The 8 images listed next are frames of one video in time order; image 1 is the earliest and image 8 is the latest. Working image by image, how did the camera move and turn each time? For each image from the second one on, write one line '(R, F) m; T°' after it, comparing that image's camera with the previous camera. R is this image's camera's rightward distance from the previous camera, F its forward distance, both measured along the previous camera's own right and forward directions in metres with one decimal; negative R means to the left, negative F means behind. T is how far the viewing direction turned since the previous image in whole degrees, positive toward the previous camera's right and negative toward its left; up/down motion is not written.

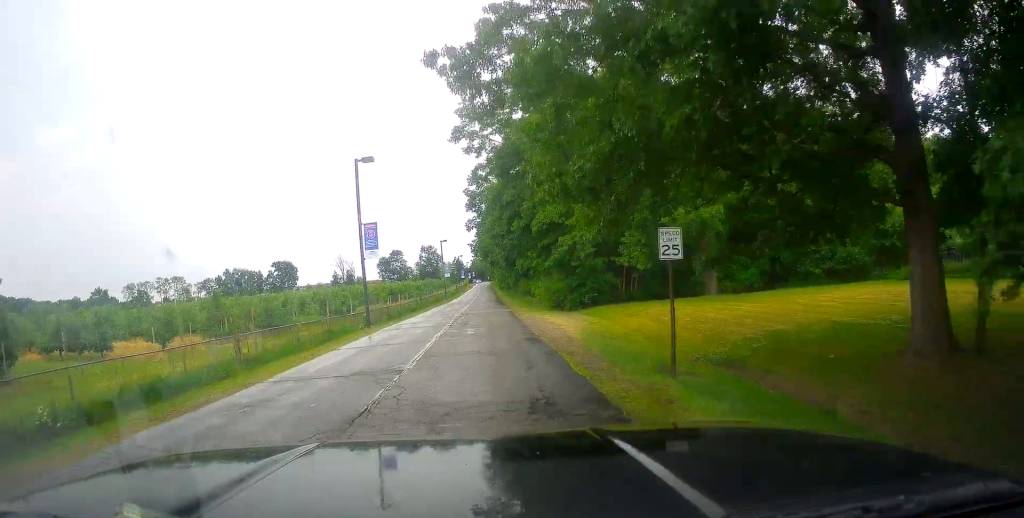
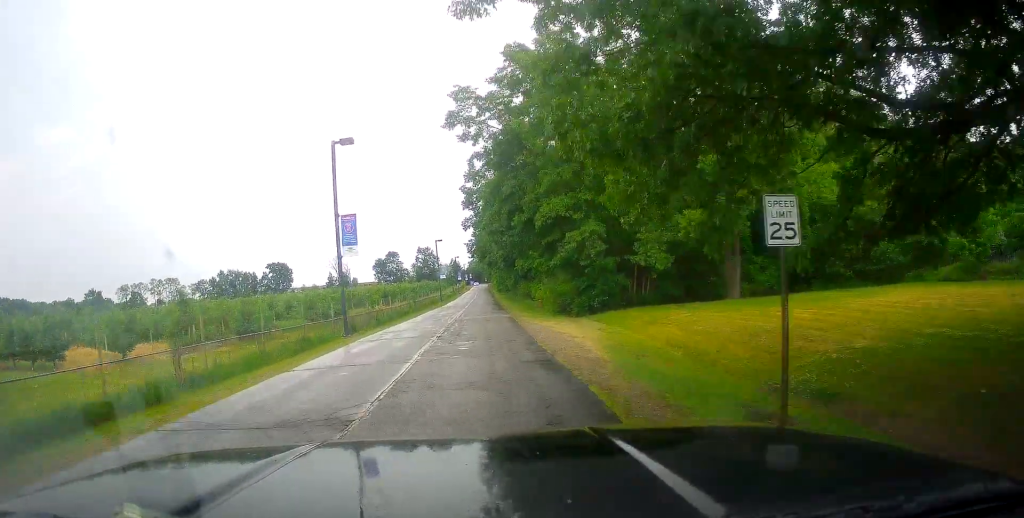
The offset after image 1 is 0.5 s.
(+0.4, +4.4) m; 0°
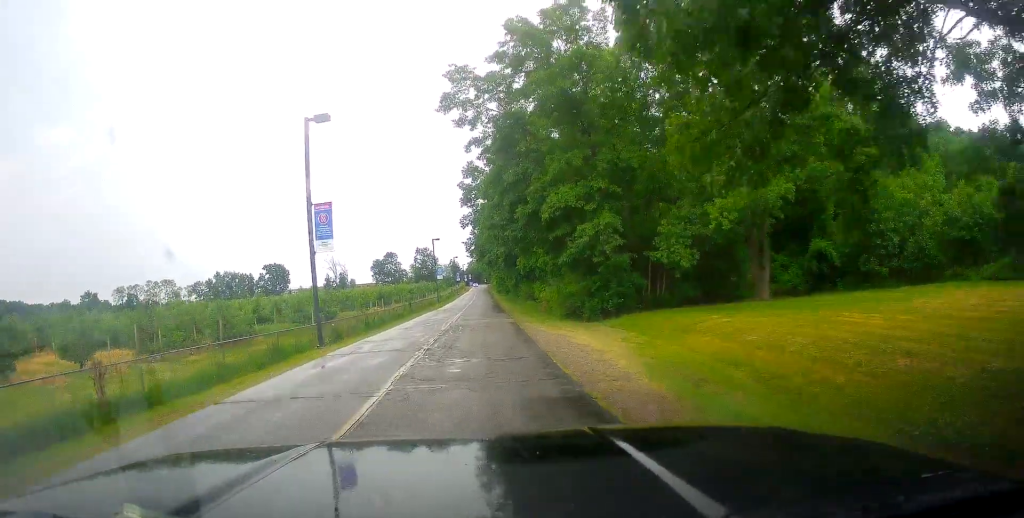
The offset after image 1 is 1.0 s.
(-0.4, +4.3) m; 0°
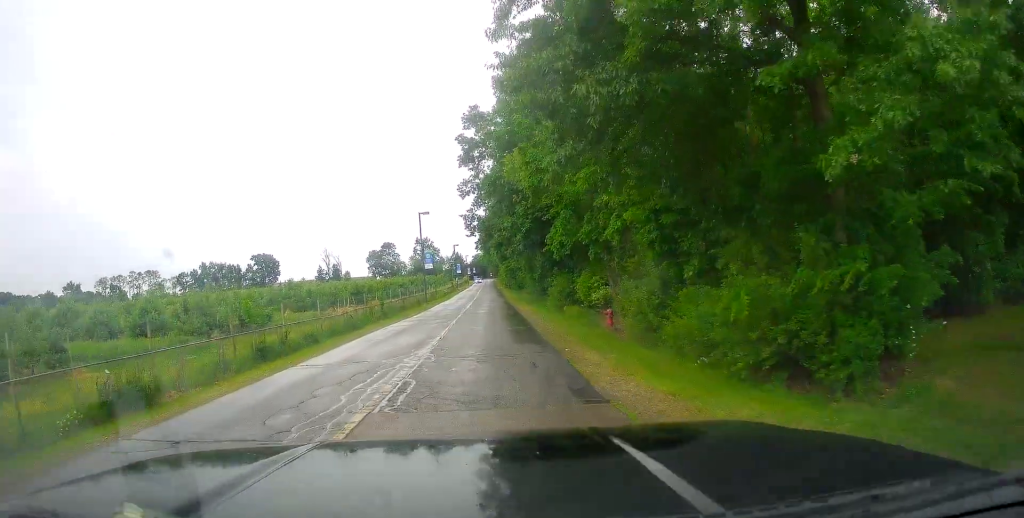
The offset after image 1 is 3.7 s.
(+1.2, +24.0) m; +2°
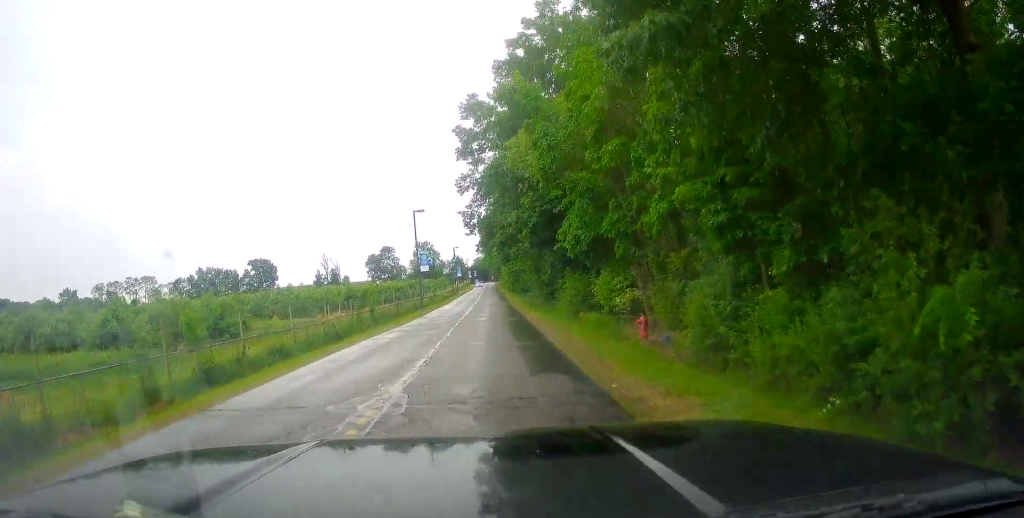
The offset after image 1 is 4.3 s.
(-0.2, +5.3) m; 0°
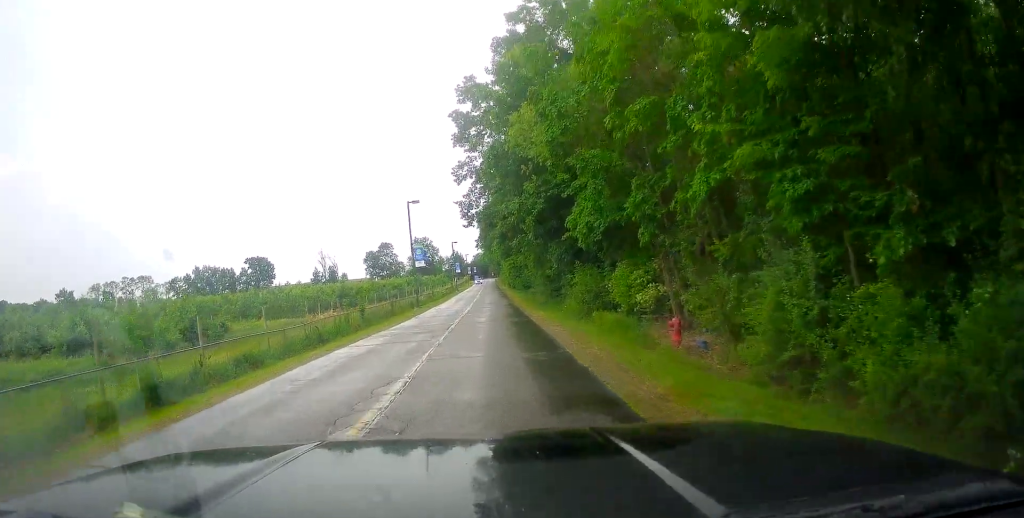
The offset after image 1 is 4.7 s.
(0.0, +3.6) m; 0°
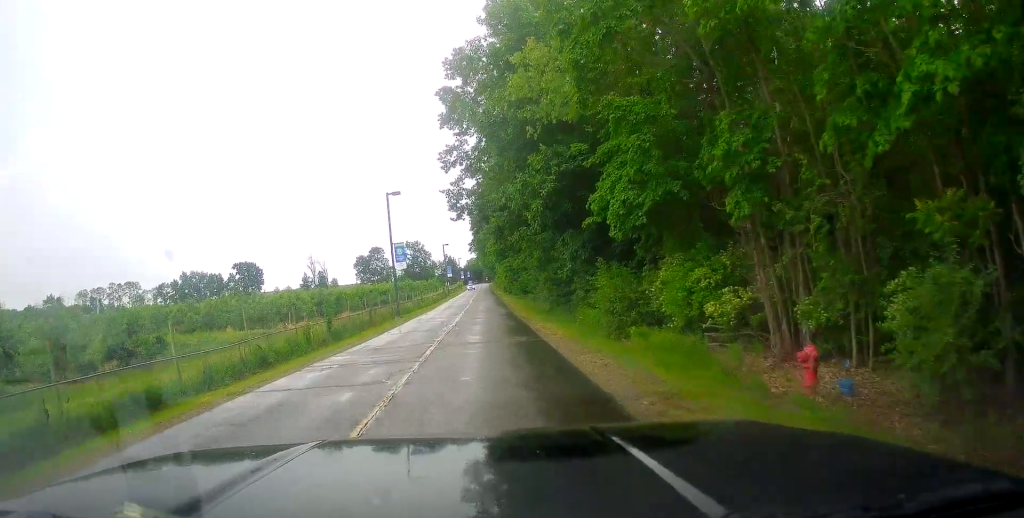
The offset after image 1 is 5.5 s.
(+0.3, +7.6) m; -2°
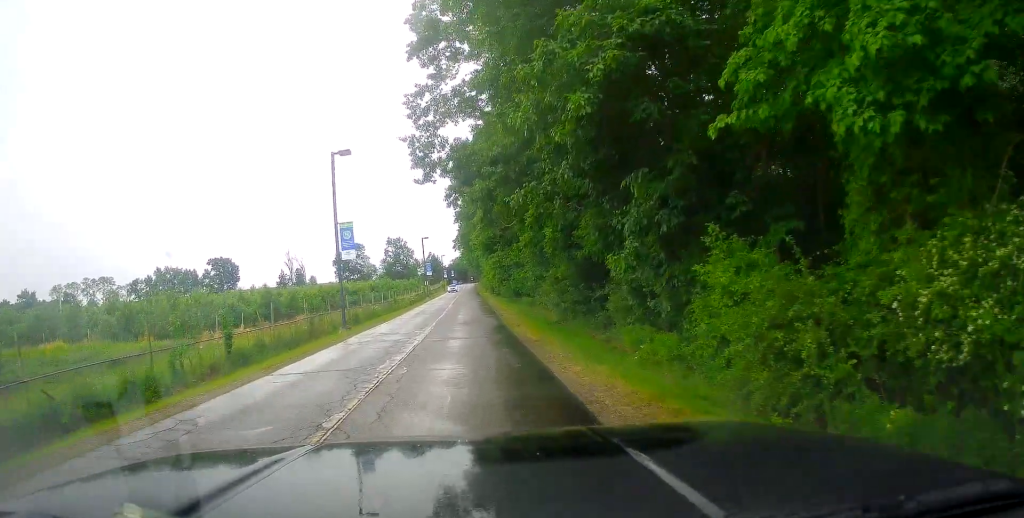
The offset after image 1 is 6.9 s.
(-0.5, +12.7) m; +2°
